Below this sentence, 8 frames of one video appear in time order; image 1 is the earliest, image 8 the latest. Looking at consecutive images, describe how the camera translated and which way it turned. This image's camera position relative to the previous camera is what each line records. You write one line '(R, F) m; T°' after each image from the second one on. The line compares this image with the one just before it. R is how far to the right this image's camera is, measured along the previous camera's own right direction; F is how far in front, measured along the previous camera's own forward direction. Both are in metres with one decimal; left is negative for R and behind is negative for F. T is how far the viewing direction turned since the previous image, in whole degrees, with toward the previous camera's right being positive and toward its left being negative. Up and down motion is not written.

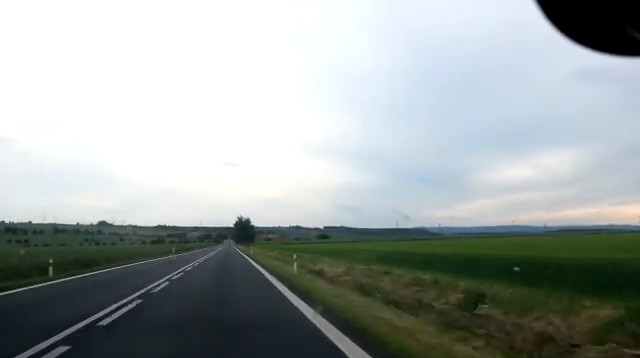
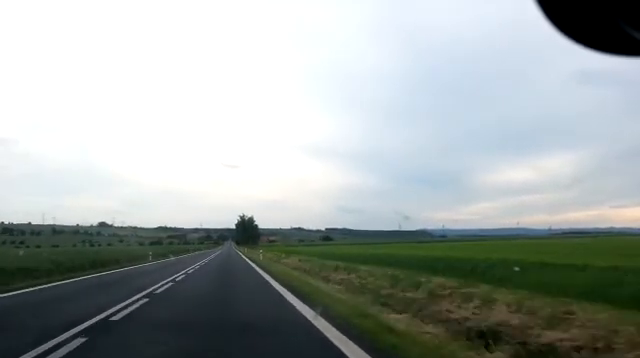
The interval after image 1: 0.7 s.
(-0.1, +17.2) m; +1°
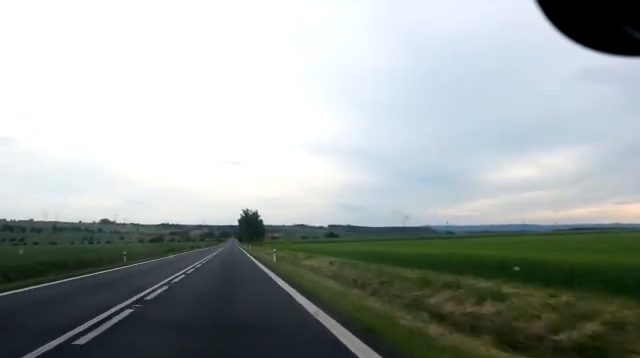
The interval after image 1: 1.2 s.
(+0.3, +11.0) m; 0°
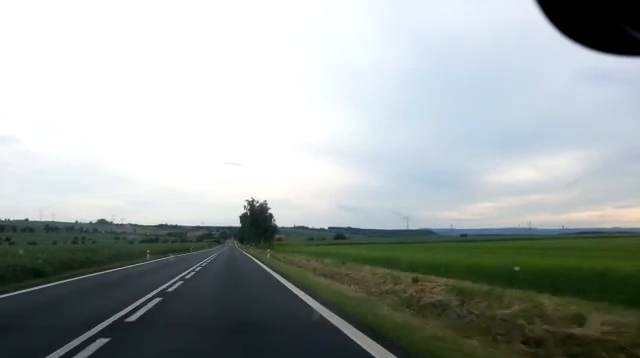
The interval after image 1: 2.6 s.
(+0.1, +33.8) m; 0°
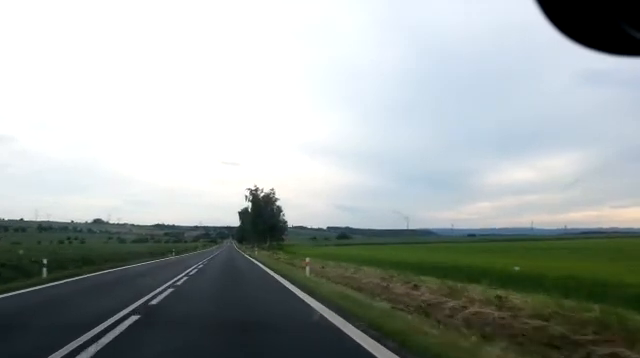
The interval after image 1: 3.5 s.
(0.0, +20.3) m; 0°
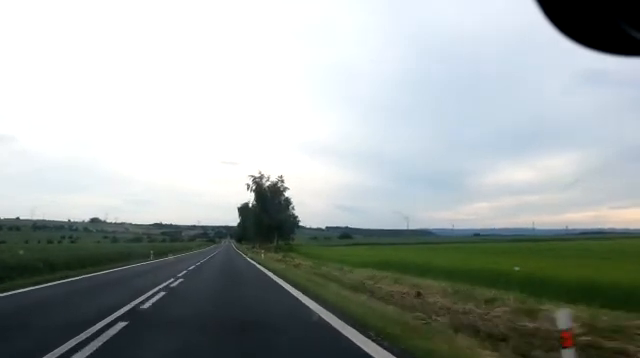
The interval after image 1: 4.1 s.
(0.0, +14.1) m; 0°
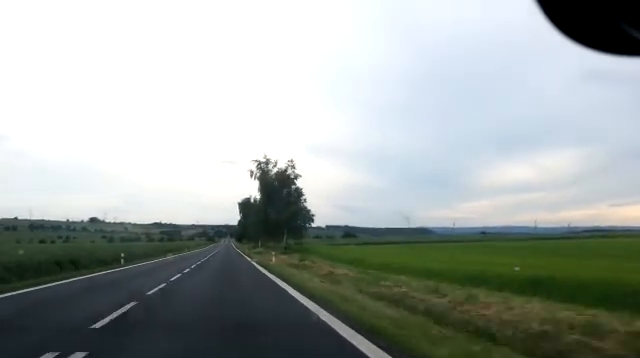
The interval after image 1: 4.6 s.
(0.0, +11.0) m; 0°
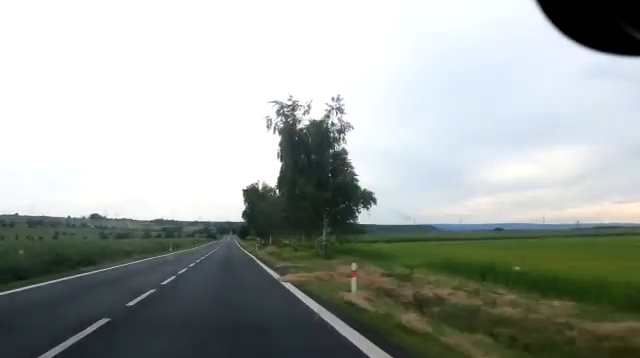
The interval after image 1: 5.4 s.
(0.0, +20.3) m; 0°
